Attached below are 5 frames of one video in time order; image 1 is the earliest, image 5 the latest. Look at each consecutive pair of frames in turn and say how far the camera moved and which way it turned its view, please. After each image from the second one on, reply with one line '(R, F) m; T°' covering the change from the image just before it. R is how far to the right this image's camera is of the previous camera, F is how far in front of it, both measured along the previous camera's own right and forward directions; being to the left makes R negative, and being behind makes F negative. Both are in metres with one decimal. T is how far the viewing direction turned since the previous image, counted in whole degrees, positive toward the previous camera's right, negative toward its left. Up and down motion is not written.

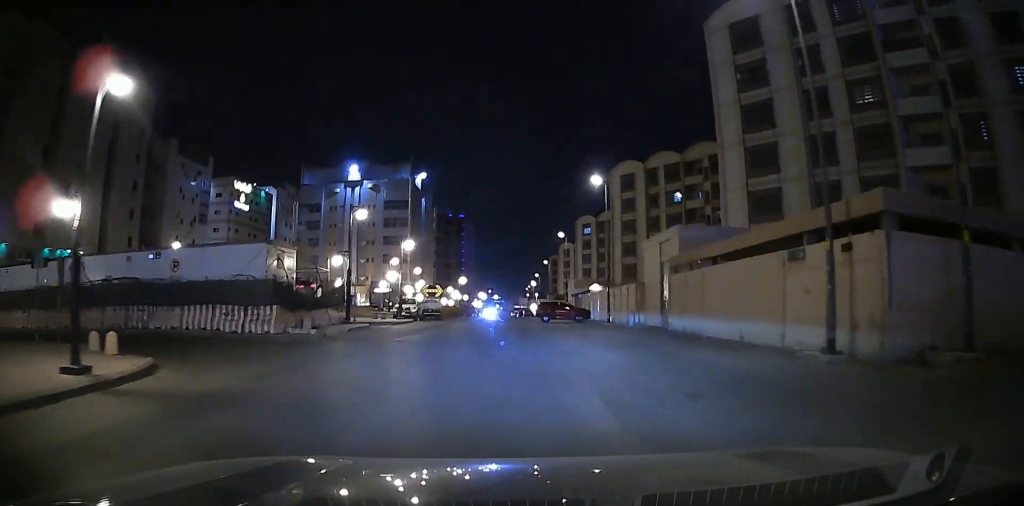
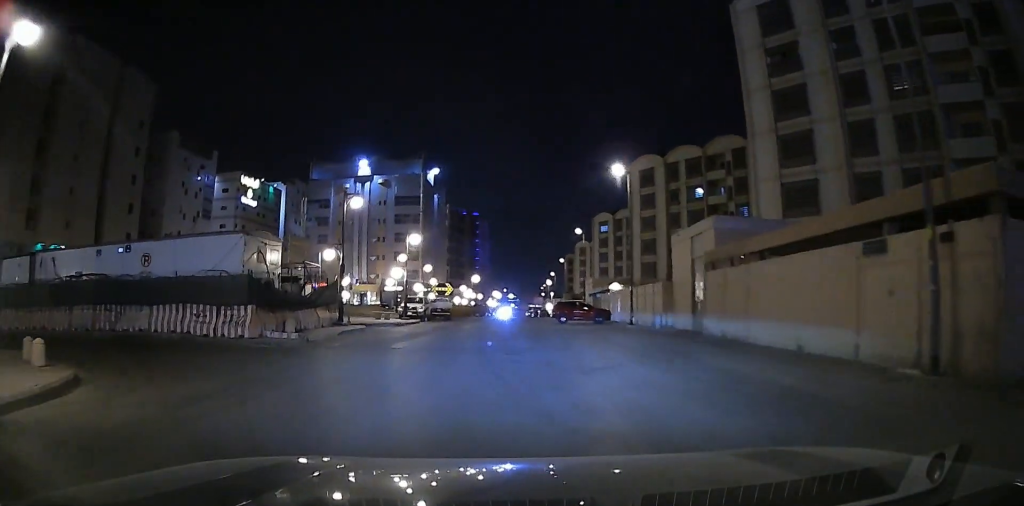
(-0.6, +3.4) m; -8°
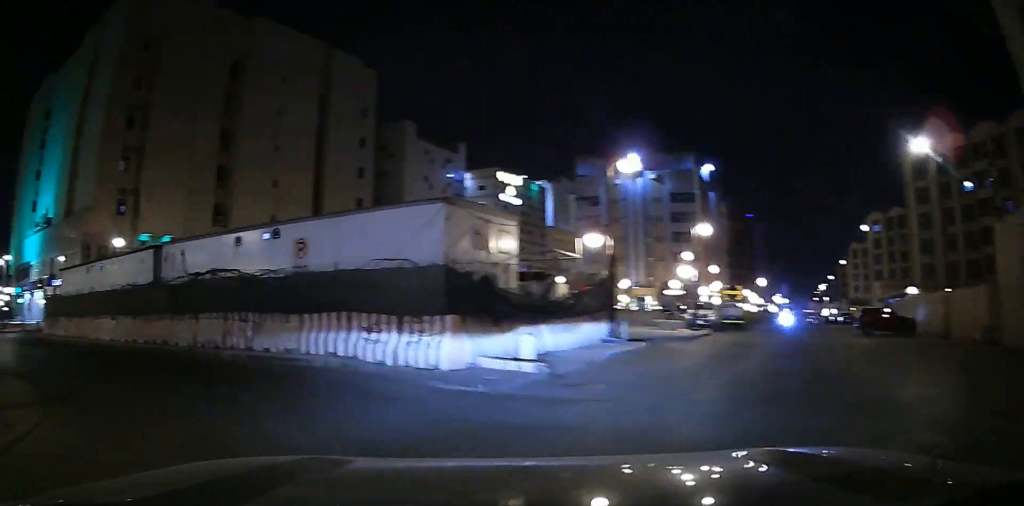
(-0.7, +8.6) m; -18°
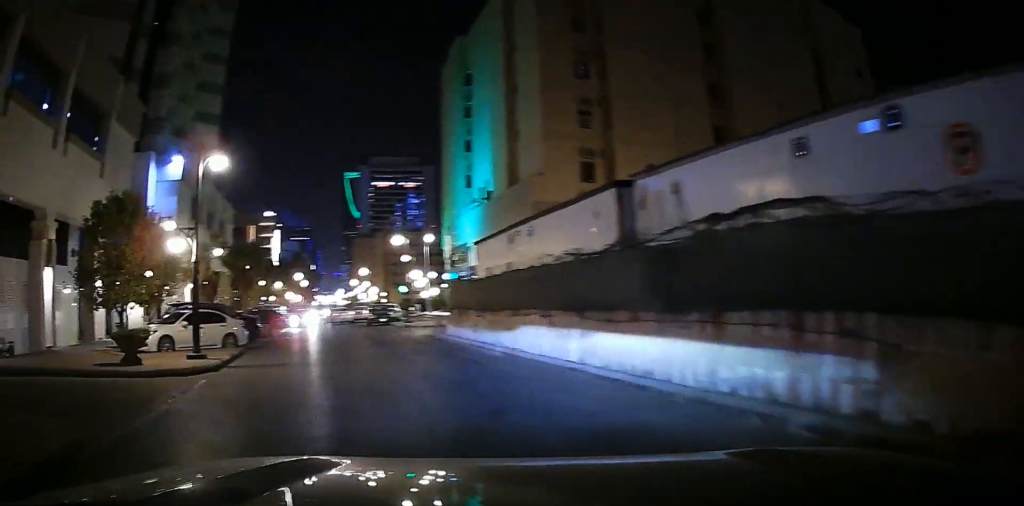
(-3.6, +8.5) m; -37°
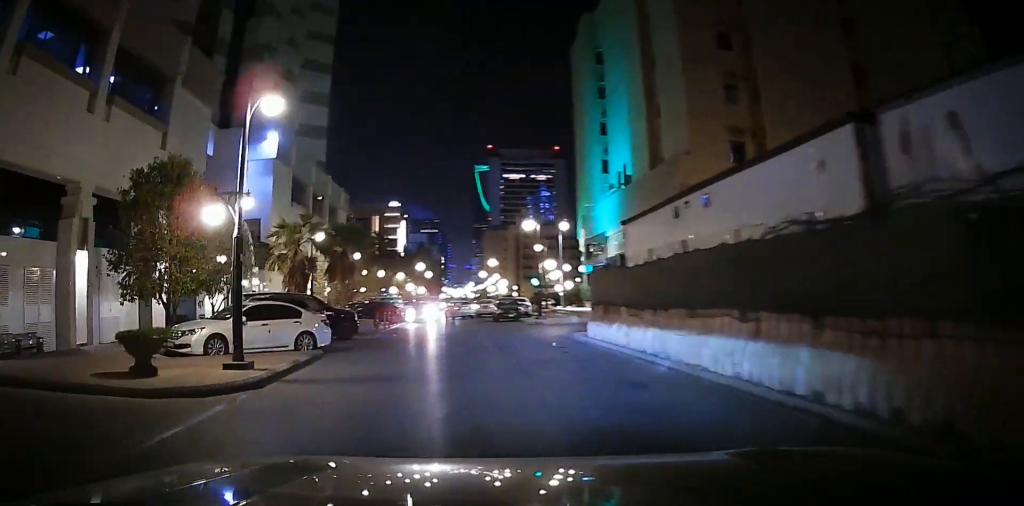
(-0.4, +3.9) m; -8°
